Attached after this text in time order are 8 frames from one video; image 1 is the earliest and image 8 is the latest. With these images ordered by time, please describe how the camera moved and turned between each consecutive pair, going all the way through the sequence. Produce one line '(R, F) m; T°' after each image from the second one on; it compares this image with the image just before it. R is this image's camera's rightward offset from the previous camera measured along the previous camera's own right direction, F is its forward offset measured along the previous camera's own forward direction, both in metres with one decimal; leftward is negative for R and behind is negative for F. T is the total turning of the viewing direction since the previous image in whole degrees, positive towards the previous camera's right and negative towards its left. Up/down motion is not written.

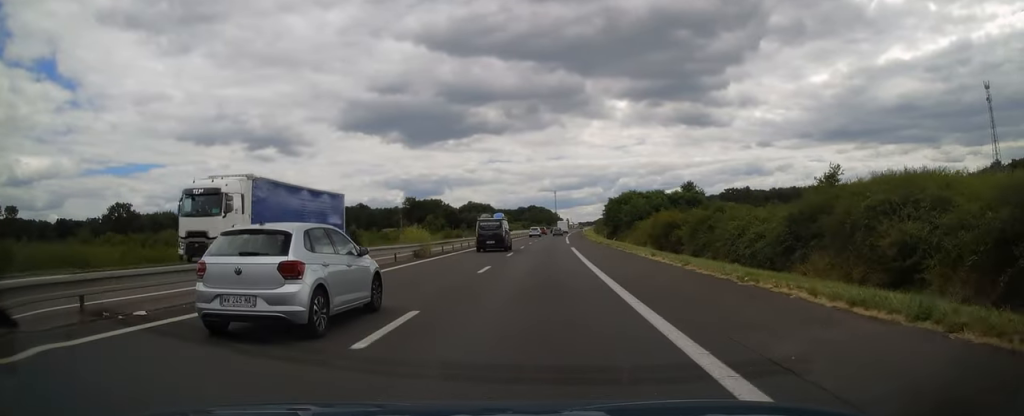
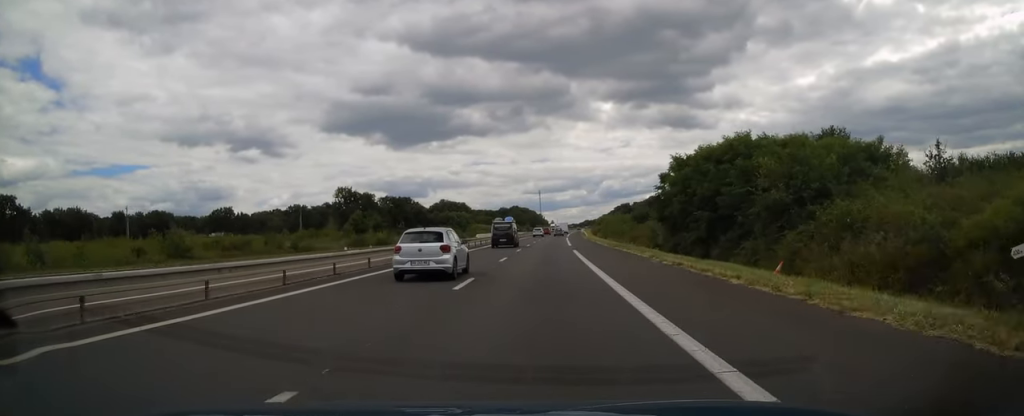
(+0.7, +55.9) m; +1°
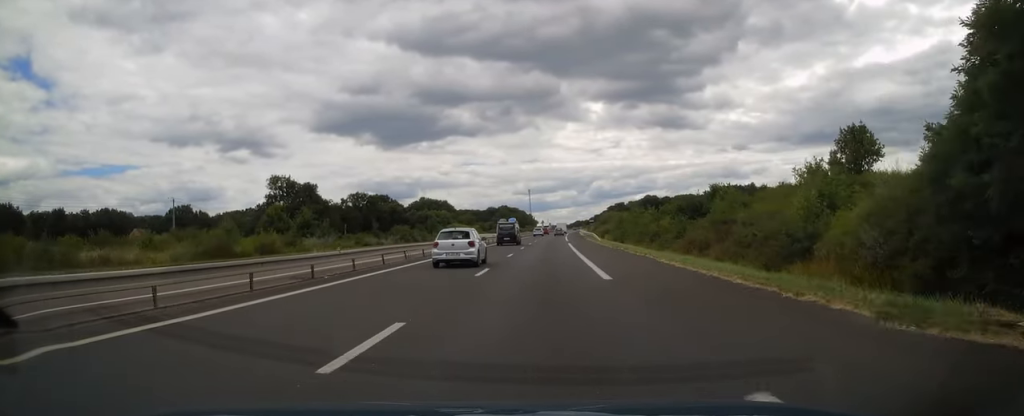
(+0.3, +33.8) m; +1°
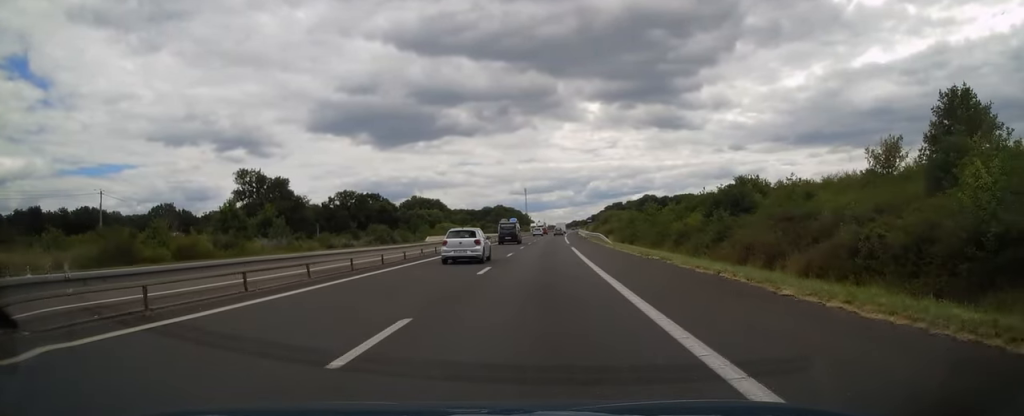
(0.0, +12.3) m; 0°
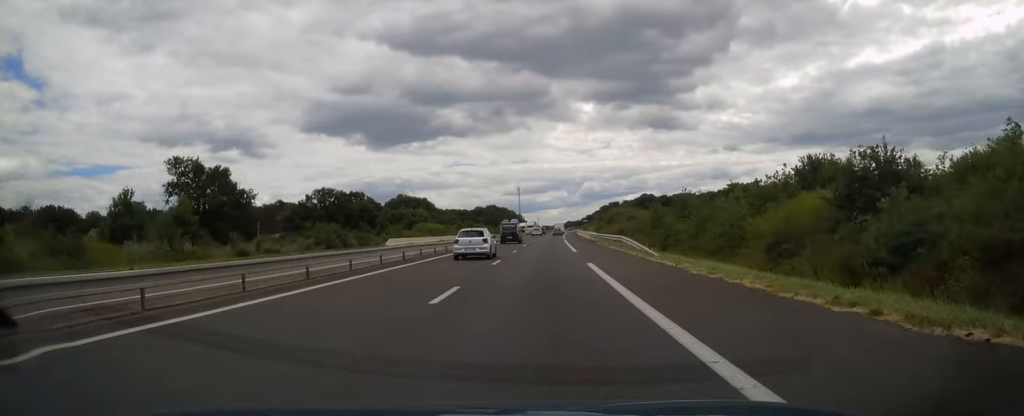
(+0.1, +20.2) m; +1°
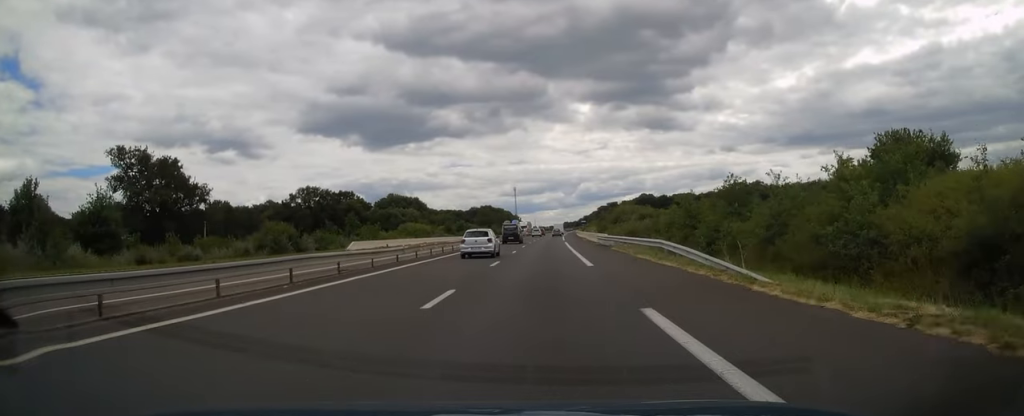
(0.0, +13.3) m; 0°
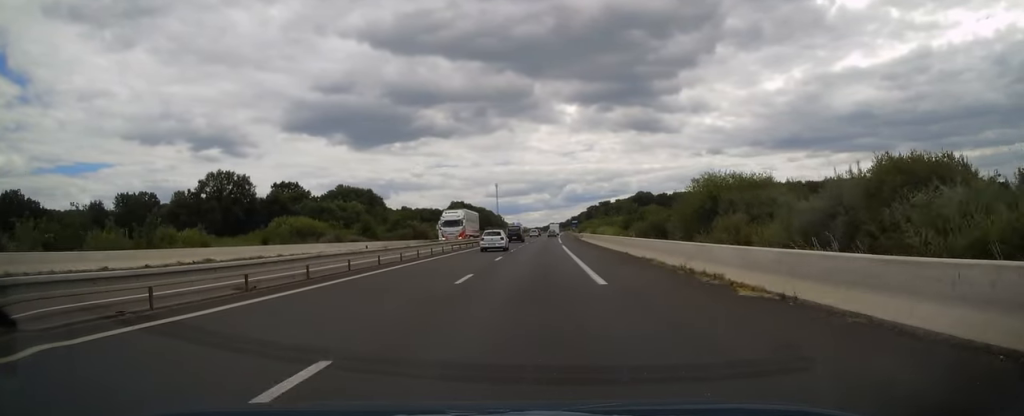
(+0.7, +58.3) m; +1°
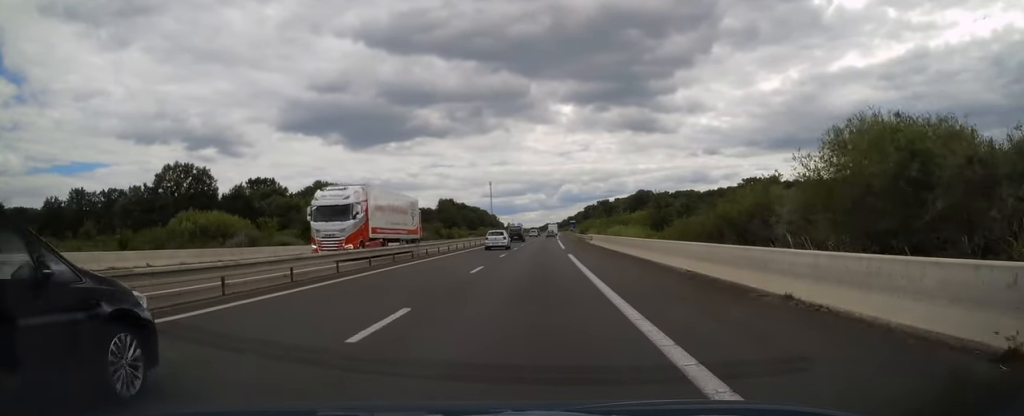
(+0.2, +21.1) m; 0°
